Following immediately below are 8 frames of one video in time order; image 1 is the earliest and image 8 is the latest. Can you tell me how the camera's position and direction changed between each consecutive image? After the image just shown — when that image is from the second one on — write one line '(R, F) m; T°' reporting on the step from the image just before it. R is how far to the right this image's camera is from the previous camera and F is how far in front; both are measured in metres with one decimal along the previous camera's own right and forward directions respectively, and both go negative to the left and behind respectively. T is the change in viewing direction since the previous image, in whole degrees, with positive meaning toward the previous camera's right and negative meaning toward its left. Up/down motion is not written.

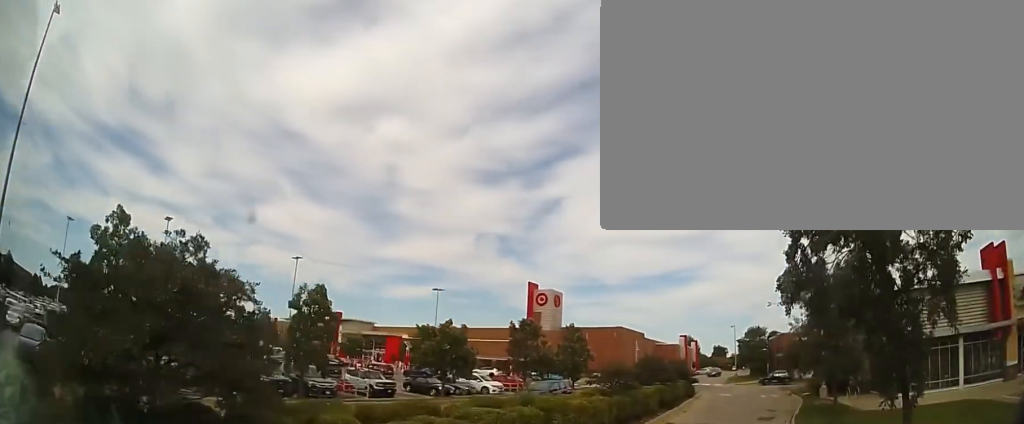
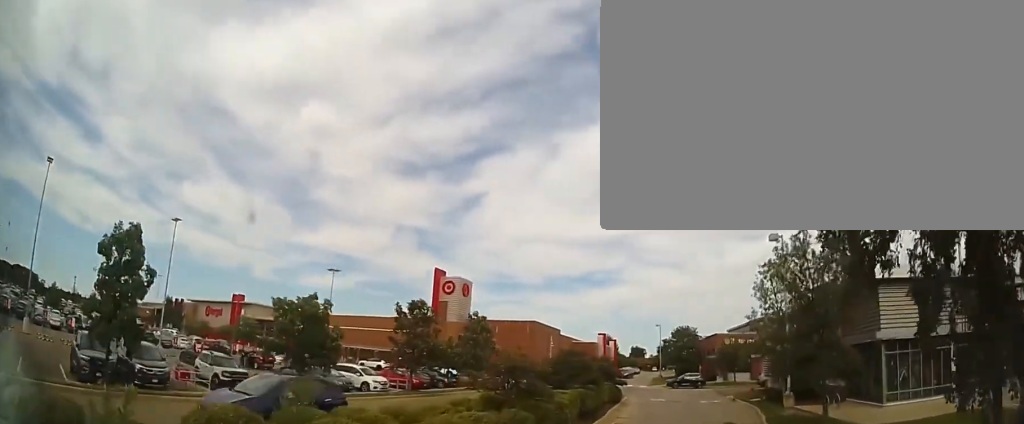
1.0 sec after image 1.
(+0.5, +5.9) m; +7°
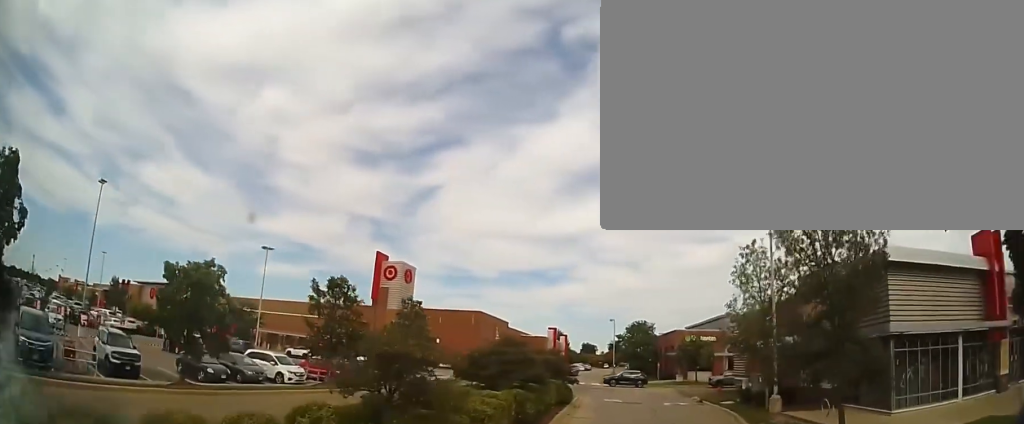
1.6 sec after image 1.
(+0.1, +3.8) m; +4°
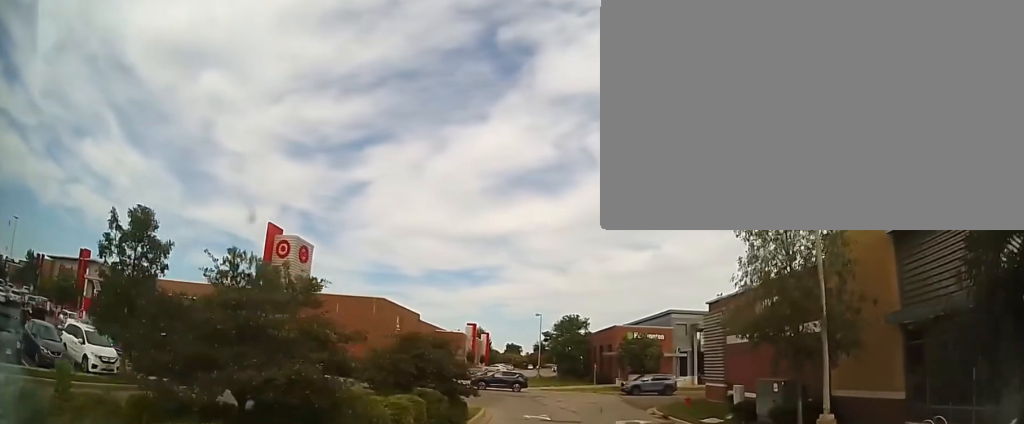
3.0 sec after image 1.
(+1.0, +8.2) m; +14°
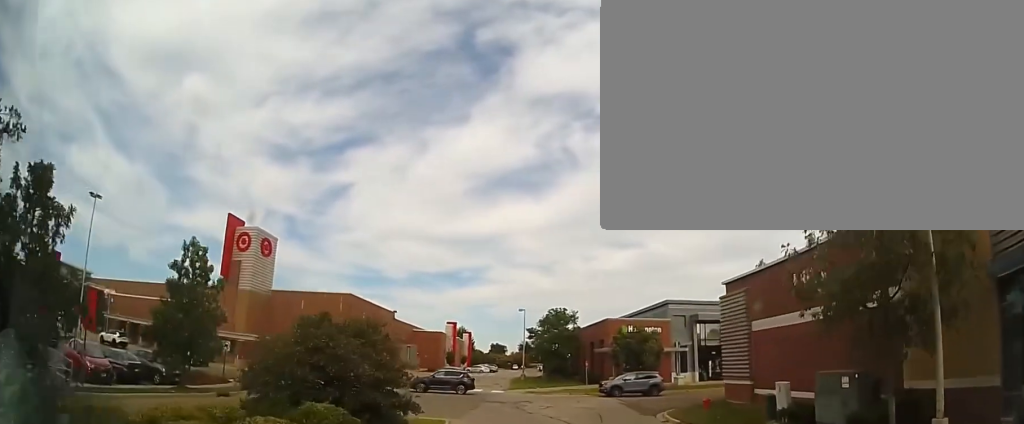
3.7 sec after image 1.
(+0.3, +4.4) m; +4°
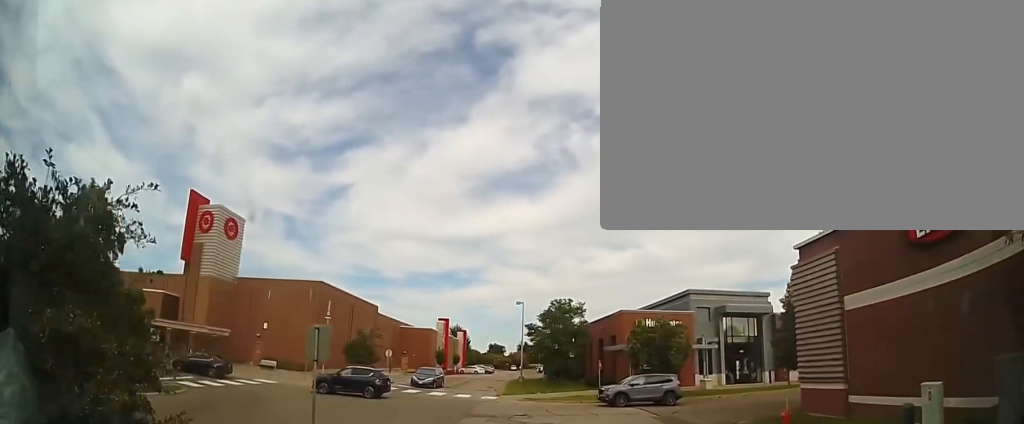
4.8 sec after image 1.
(-0.1, +6.4) m; -7°
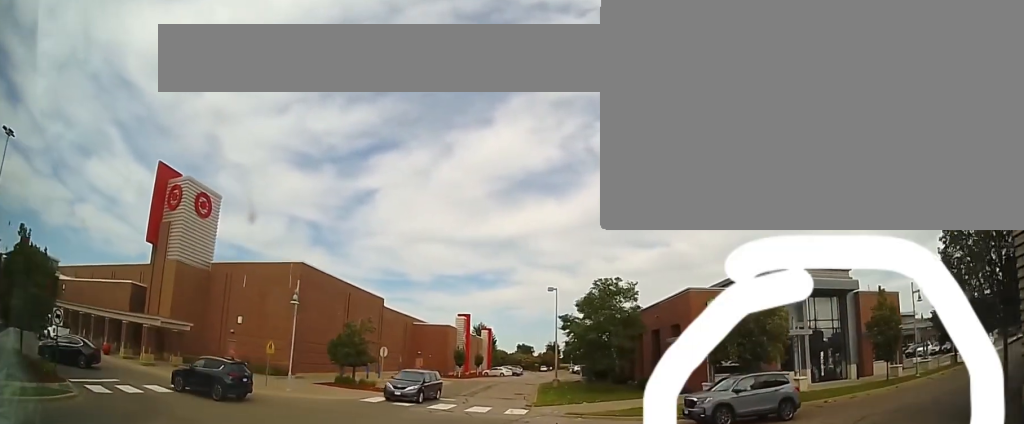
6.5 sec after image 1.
(-1.3, +8.2) m; -8°
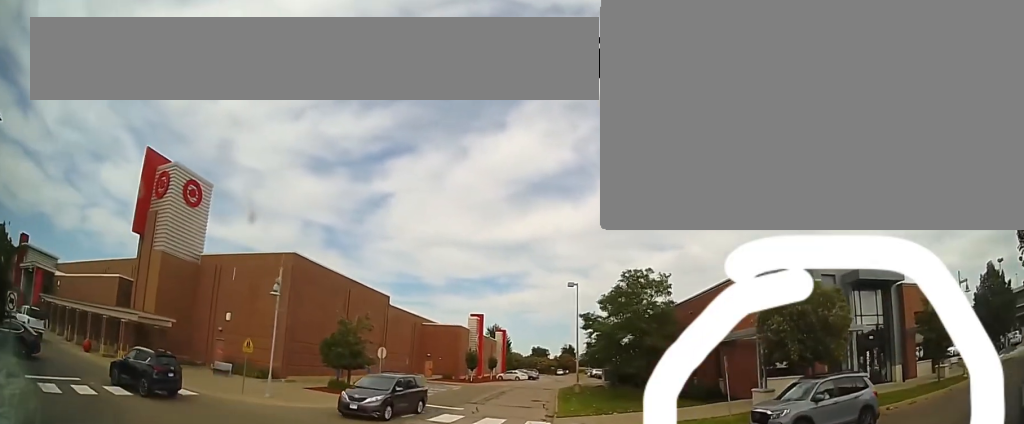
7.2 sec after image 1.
(+0.3, +3.3) m; 0°
